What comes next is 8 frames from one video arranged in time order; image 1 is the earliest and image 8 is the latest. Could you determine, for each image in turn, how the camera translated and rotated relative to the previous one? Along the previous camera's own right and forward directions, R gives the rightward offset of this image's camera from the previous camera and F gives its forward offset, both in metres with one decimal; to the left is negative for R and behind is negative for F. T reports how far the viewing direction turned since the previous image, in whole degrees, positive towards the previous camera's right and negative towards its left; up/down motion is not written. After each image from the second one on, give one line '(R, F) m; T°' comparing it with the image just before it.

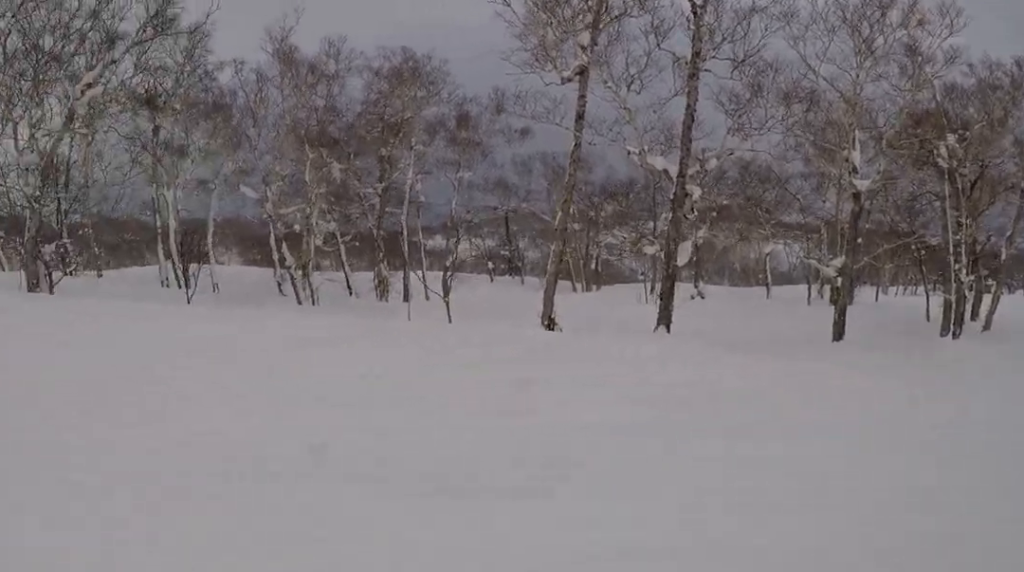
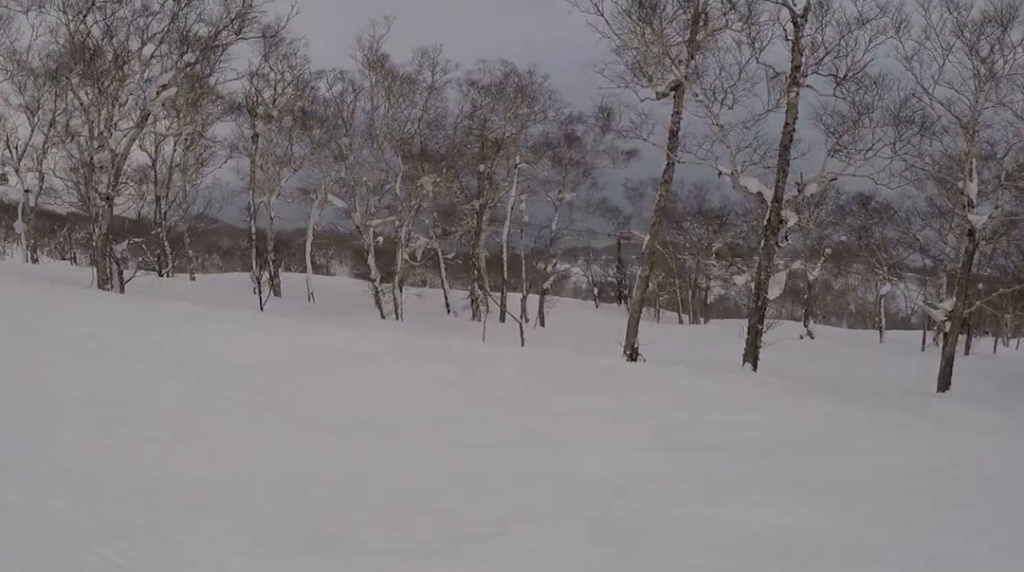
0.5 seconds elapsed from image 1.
(+0.1, +2.0) m; +6°
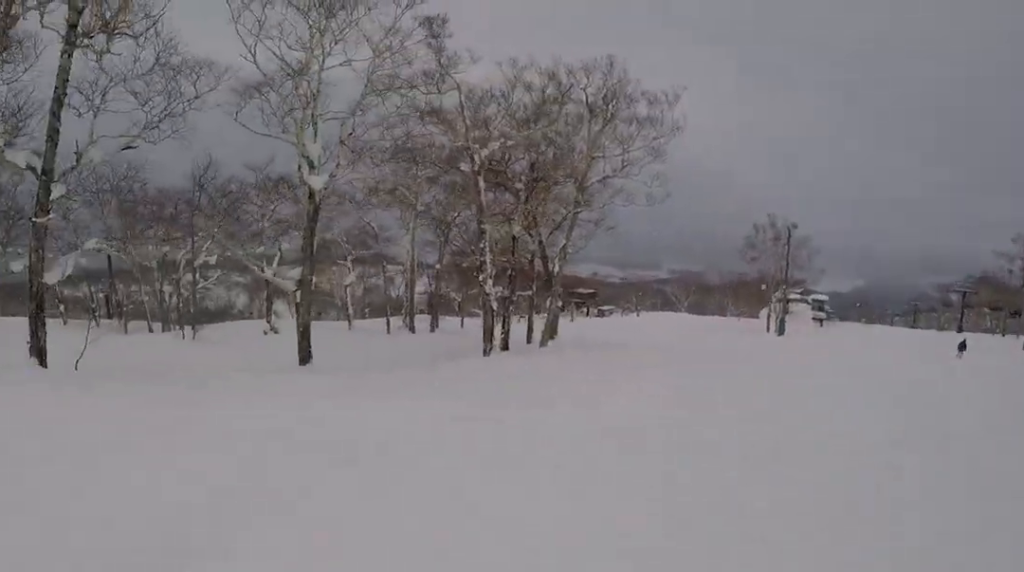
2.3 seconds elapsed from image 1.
(+1.9, +8.2) m; +27°
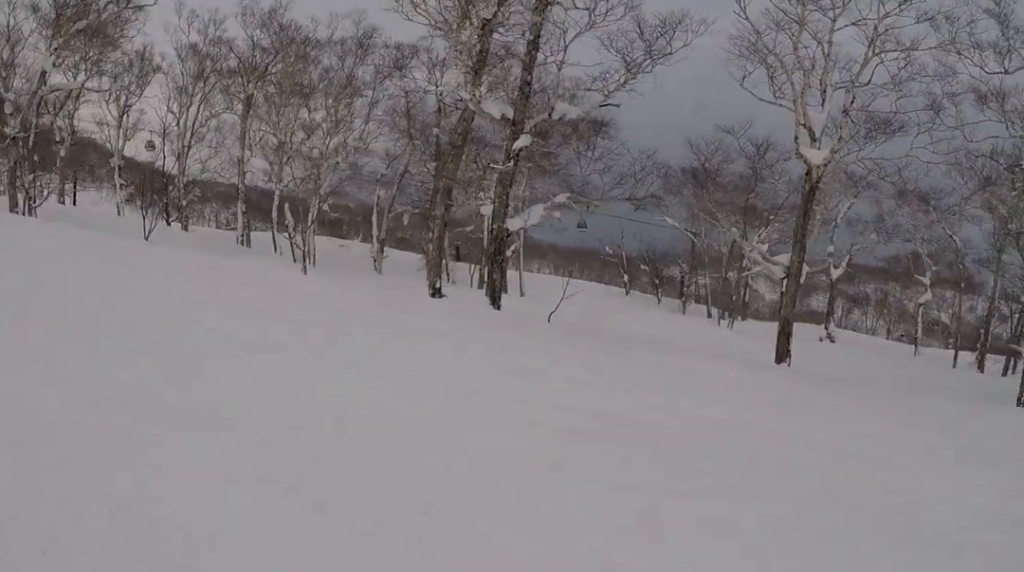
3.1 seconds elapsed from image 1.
(+0.5, +4.1) m; -17°
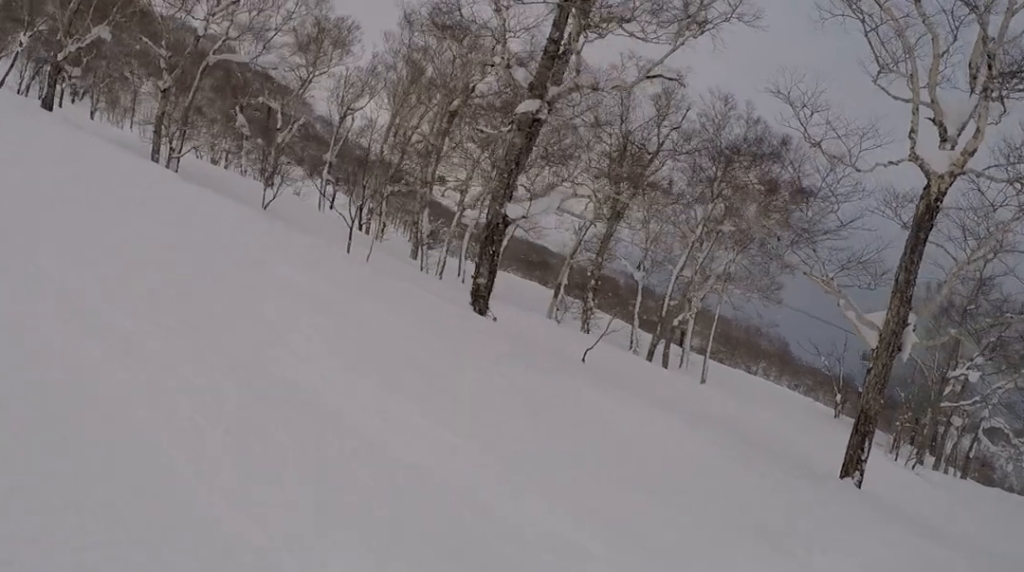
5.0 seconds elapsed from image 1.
(-4.4, +6.3) m; -66°
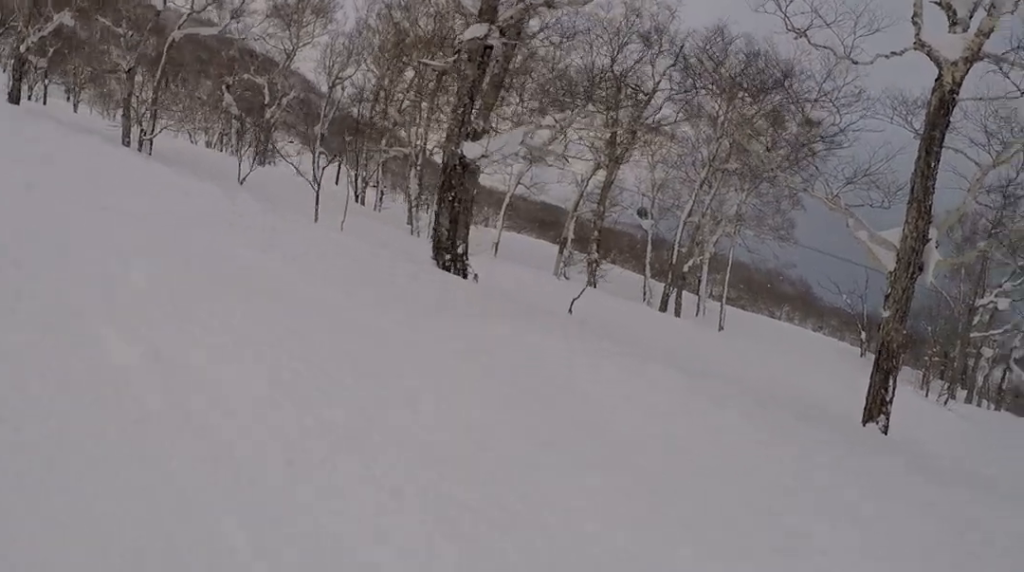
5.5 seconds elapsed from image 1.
(-0.3, +1.8) m; -11°
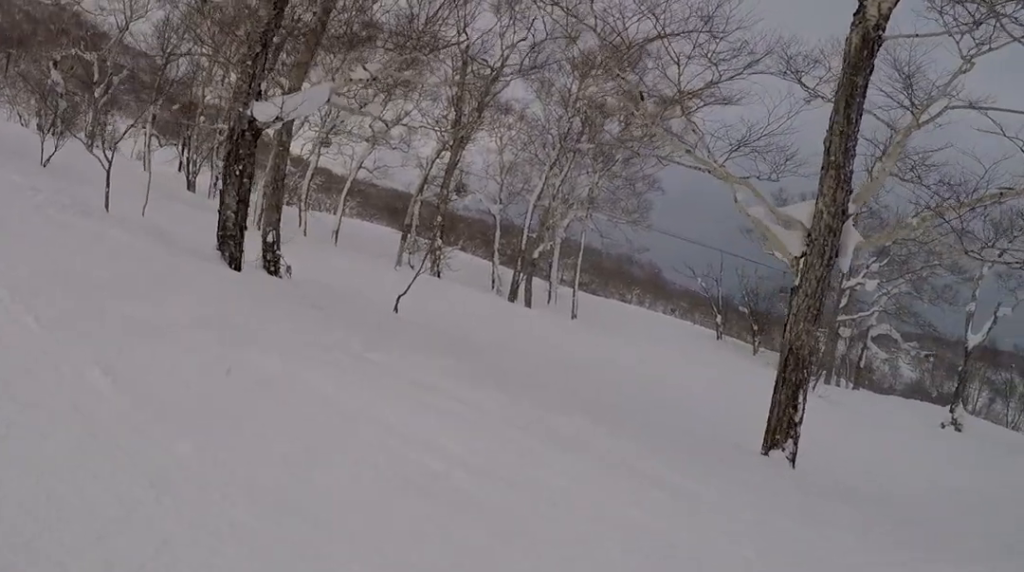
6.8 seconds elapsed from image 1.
(-0.5, +3.7) m; -4°
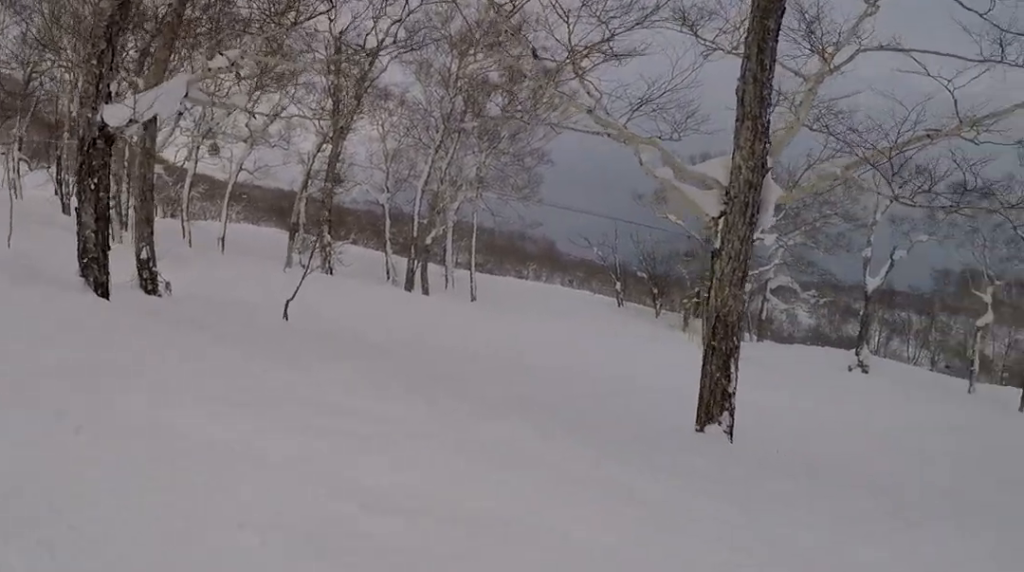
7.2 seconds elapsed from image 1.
(+0.5, +1.5) m; 0°
